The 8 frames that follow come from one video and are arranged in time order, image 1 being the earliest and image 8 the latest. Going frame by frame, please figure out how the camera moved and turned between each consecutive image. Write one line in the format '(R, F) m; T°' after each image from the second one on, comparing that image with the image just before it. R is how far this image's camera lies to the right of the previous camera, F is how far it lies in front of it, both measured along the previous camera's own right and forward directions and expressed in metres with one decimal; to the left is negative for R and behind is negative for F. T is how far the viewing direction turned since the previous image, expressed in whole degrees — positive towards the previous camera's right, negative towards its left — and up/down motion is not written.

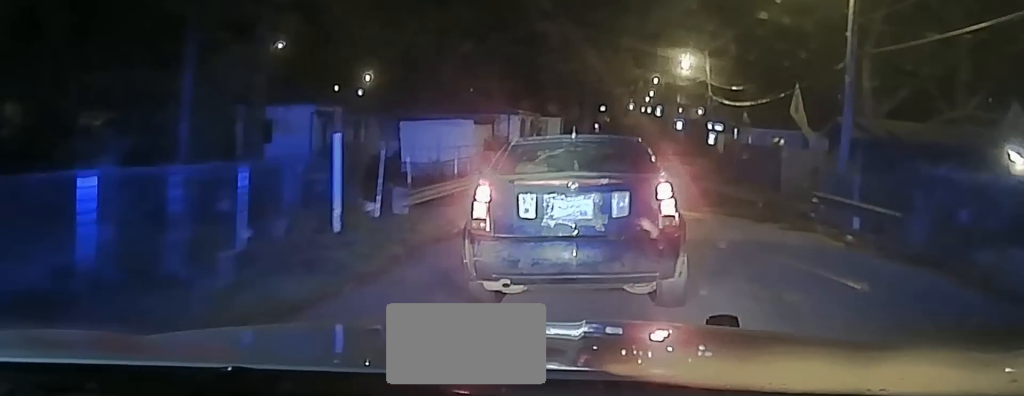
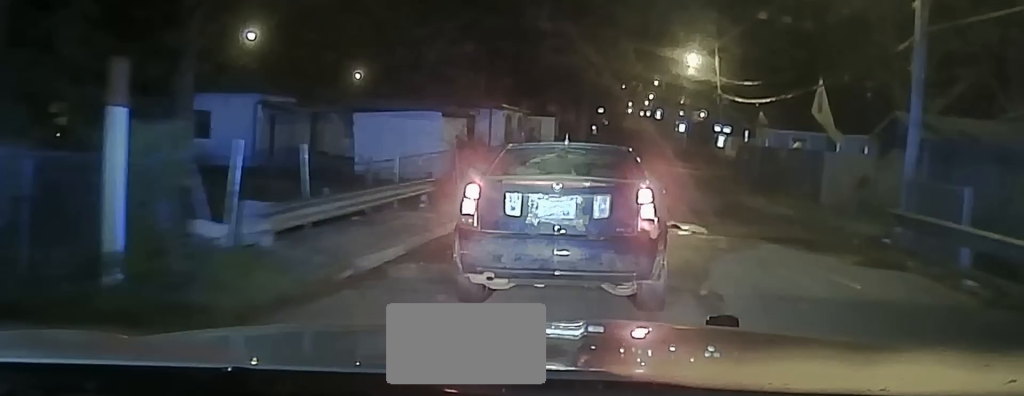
(-0.2, +7.2) m; +1°
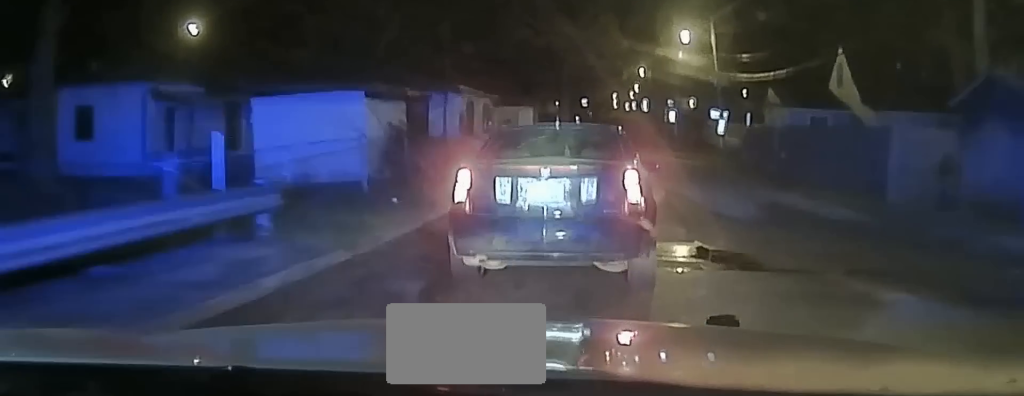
(0.0, +8.4) m; +1°
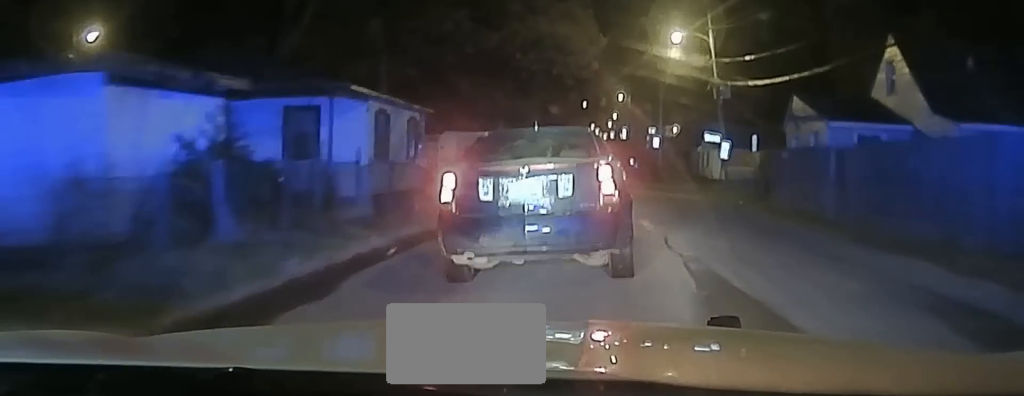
(+0.4, +11.0) m; +2°
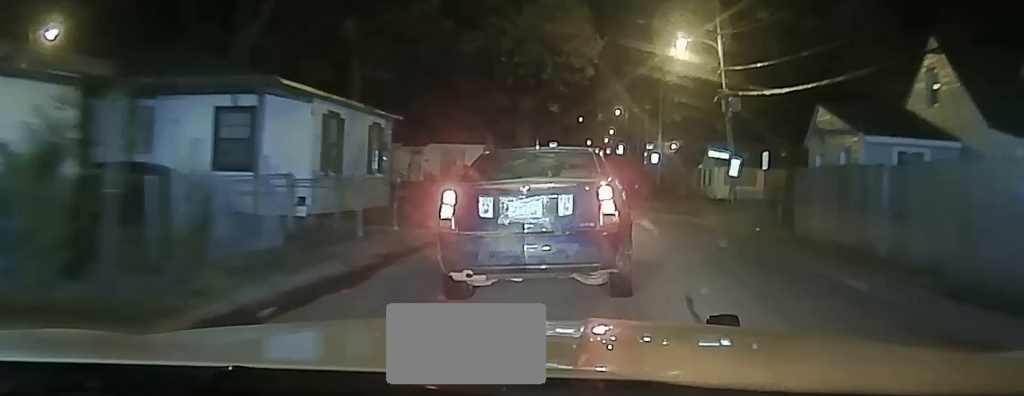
(0.0, +4.3) m; 0°
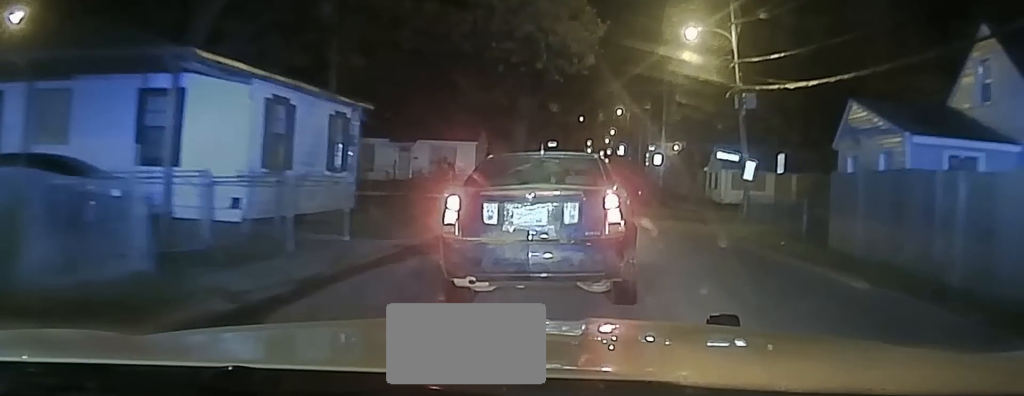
(0.0, +3.7) m; -1°
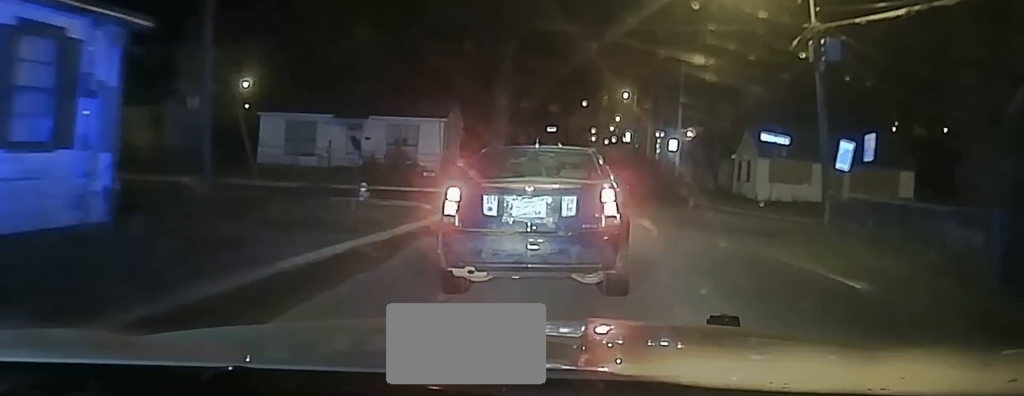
(-0.3, +10.1) m; -1°
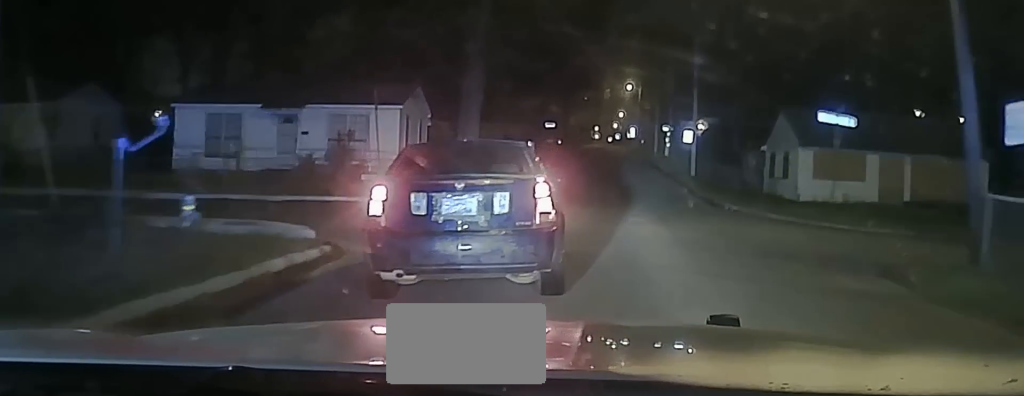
(+0.3, +9.1) m; -2°
